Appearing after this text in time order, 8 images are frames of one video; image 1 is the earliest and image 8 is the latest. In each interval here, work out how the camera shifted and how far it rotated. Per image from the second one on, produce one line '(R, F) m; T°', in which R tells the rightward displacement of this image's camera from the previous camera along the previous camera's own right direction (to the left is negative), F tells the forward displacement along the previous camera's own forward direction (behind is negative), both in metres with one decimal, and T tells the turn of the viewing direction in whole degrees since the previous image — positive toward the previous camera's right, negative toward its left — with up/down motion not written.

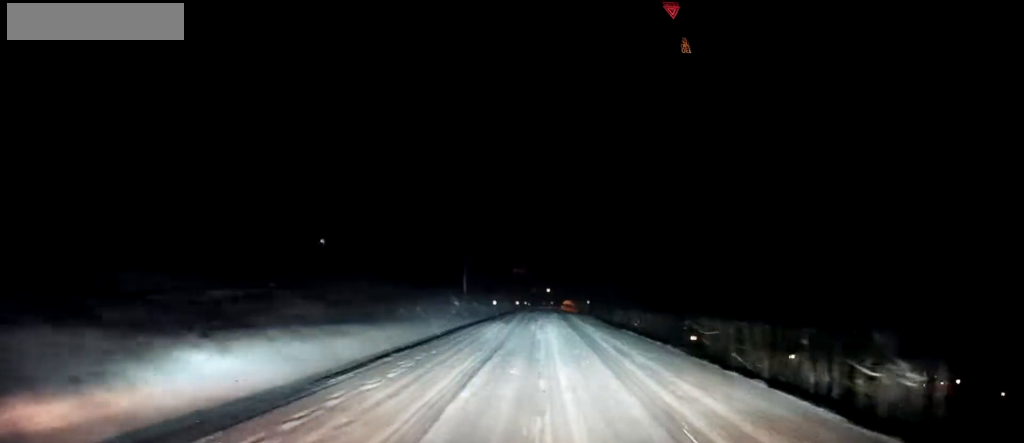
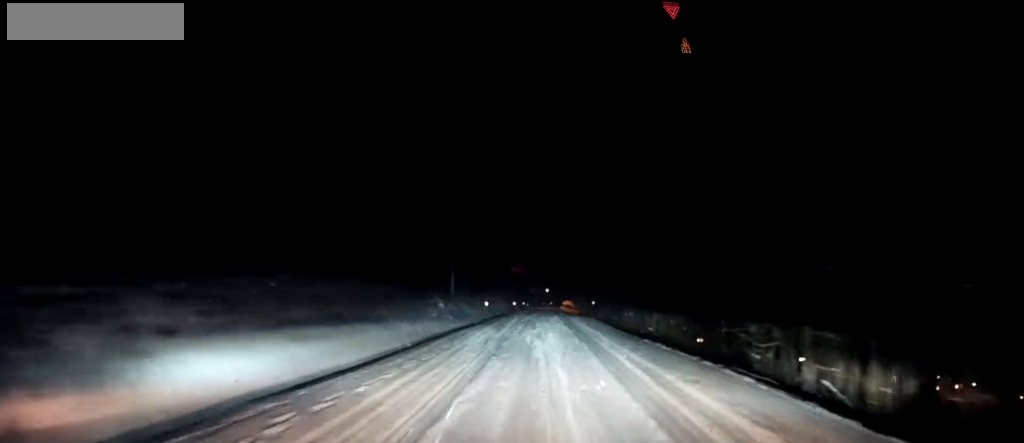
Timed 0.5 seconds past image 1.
(0.0, +5.4) m; 0°
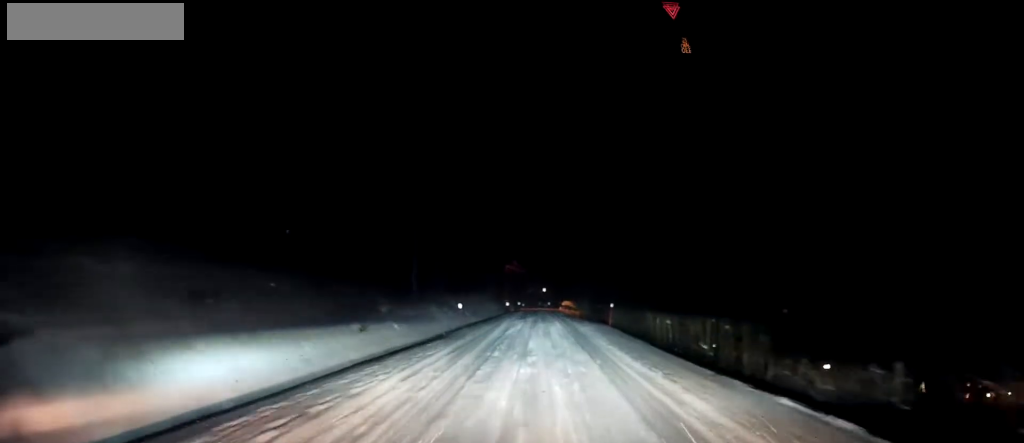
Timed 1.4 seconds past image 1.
(0.0, +11.2) m; 0°
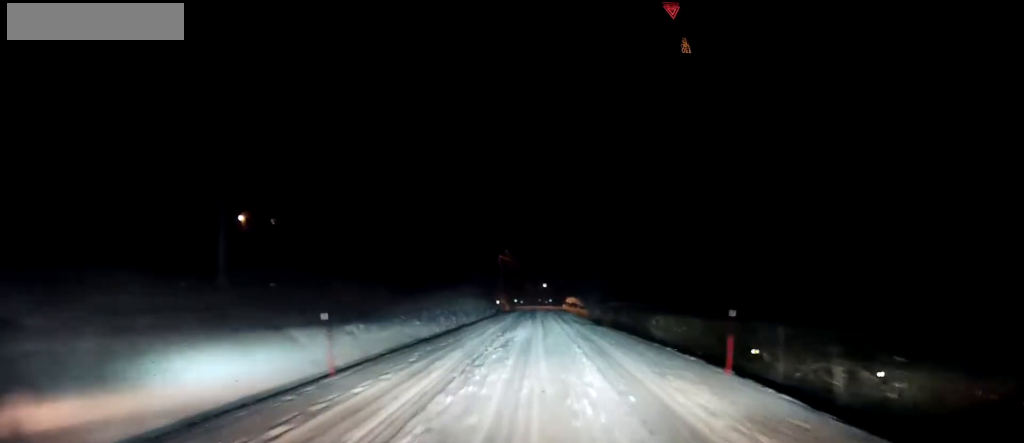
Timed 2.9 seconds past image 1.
(0.0, +16.9) m; 0°
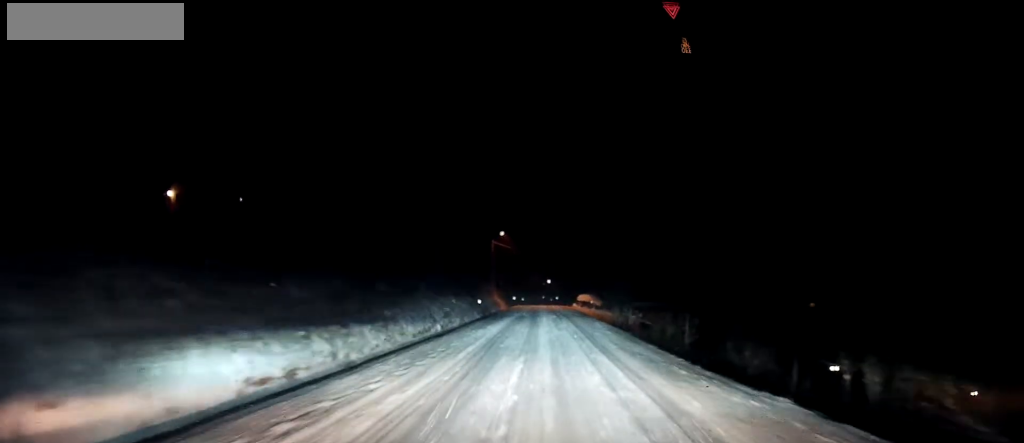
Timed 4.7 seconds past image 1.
(+0.1, +20.5) m; +1°
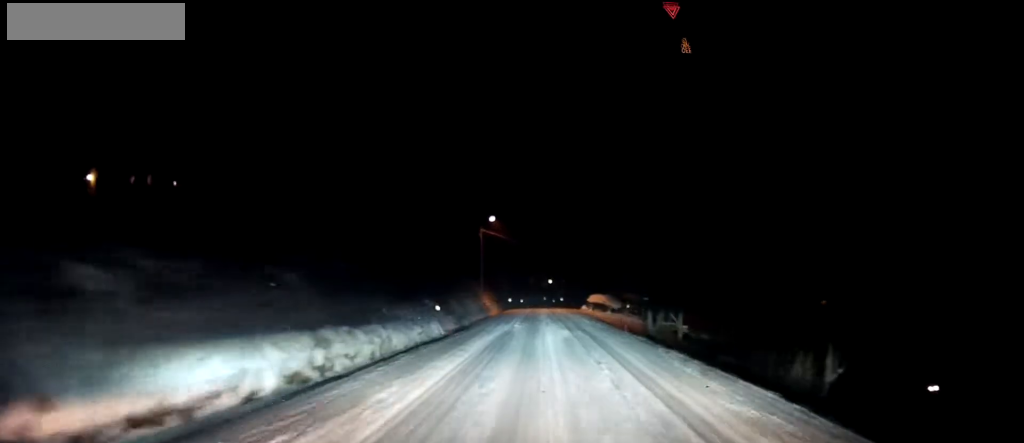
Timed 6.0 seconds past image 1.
(0.0, +15.7) m; 0°
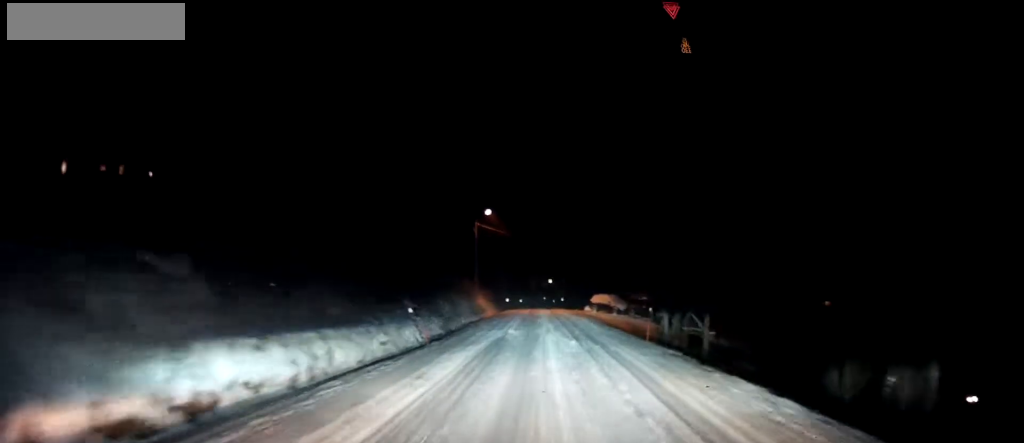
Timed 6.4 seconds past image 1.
(0.0, +4.7) m; 0°
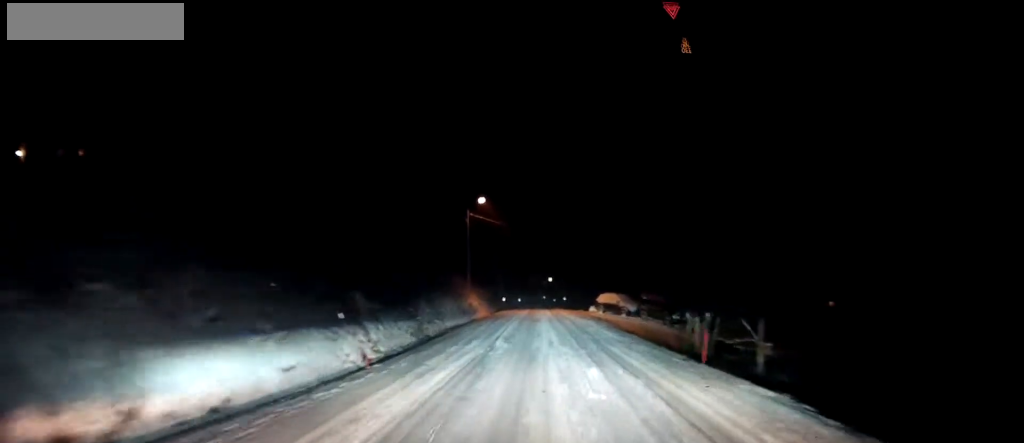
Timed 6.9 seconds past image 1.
(0.0, +6.2) m; 0°
